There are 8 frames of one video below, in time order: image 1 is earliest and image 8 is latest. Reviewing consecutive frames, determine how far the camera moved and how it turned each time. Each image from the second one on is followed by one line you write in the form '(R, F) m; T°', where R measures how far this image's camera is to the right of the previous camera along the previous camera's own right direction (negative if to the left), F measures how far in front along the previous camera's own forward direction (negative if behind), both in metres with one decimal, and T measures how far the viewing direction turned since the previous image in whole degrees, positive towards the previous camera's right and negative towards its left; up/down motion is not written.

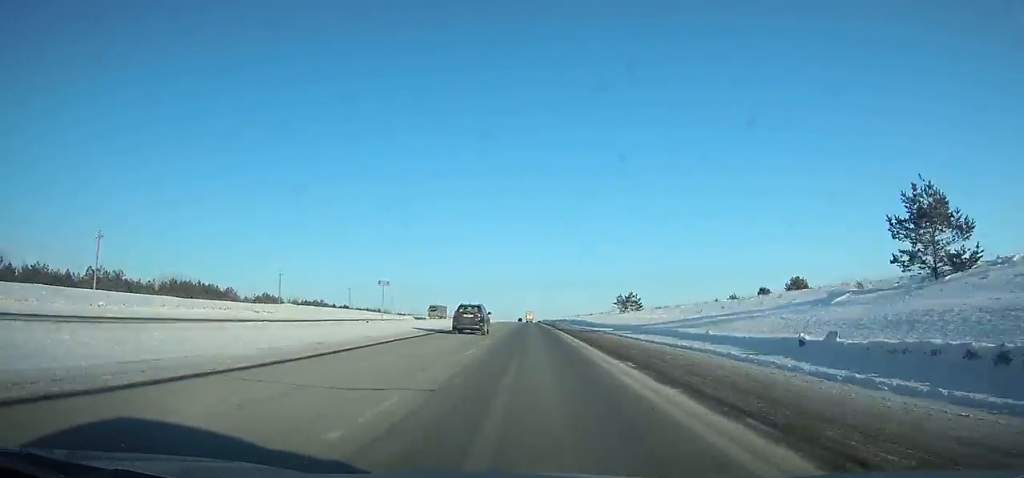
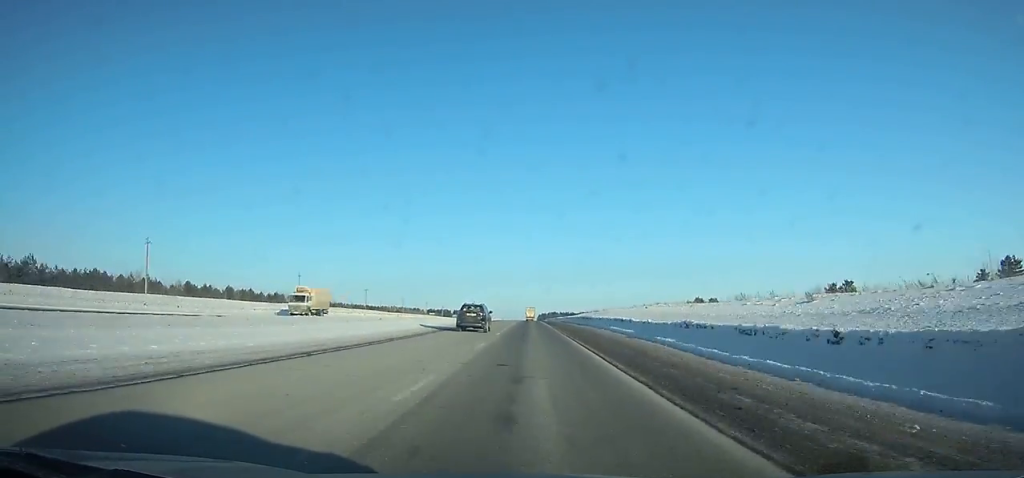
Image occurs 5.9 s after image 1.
(-0.1, +163.8) m; 0°
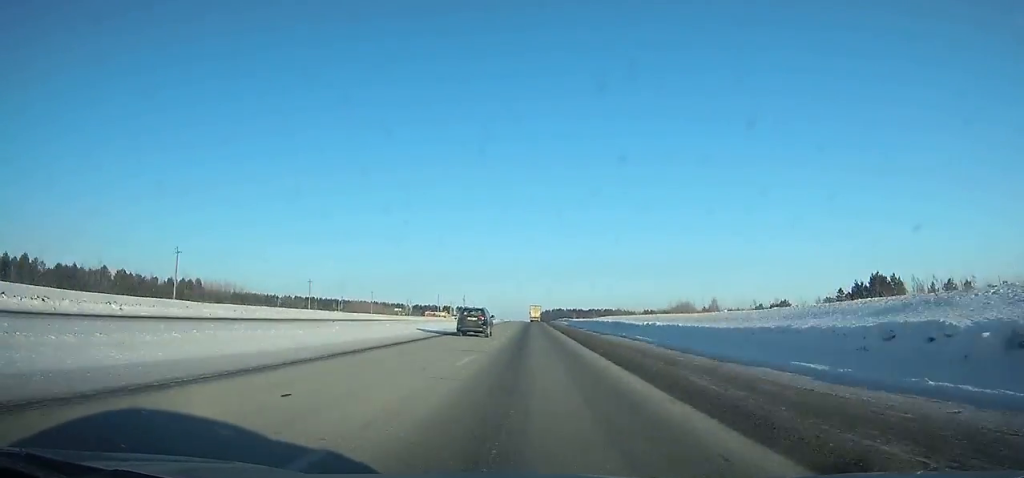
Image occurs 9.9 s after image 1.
(0.0, +112.0) m; 0°
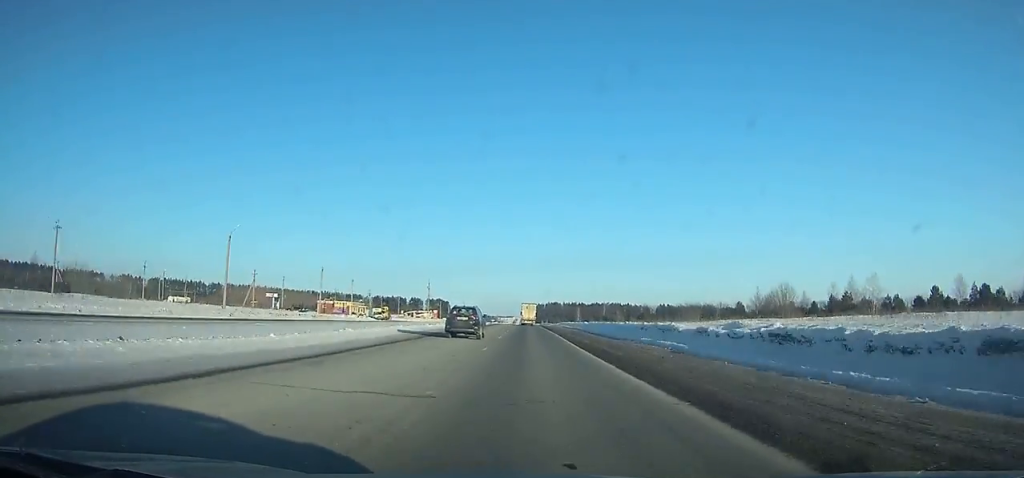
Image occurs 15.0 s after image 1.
(+0.5, +143.0) m; 0°
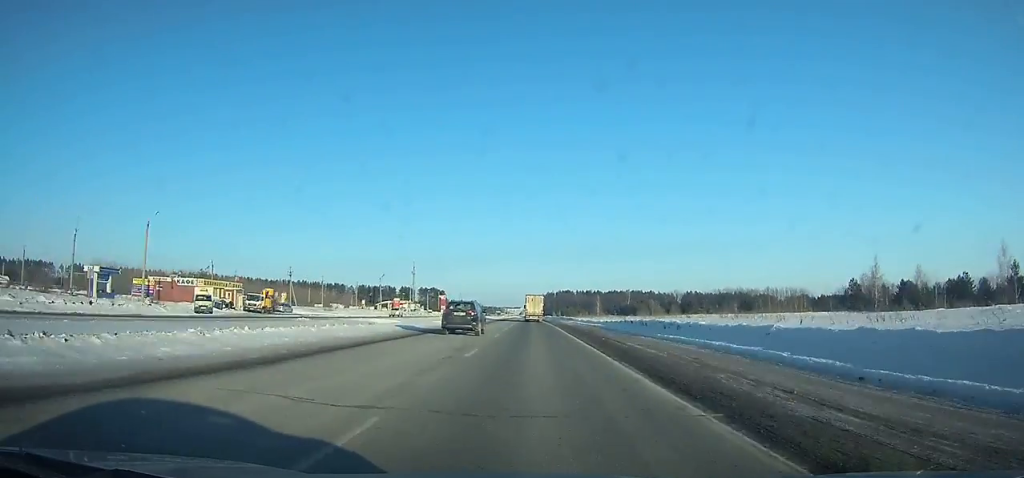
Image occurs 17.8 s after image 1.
(+0.2, +77.9) m; 0°
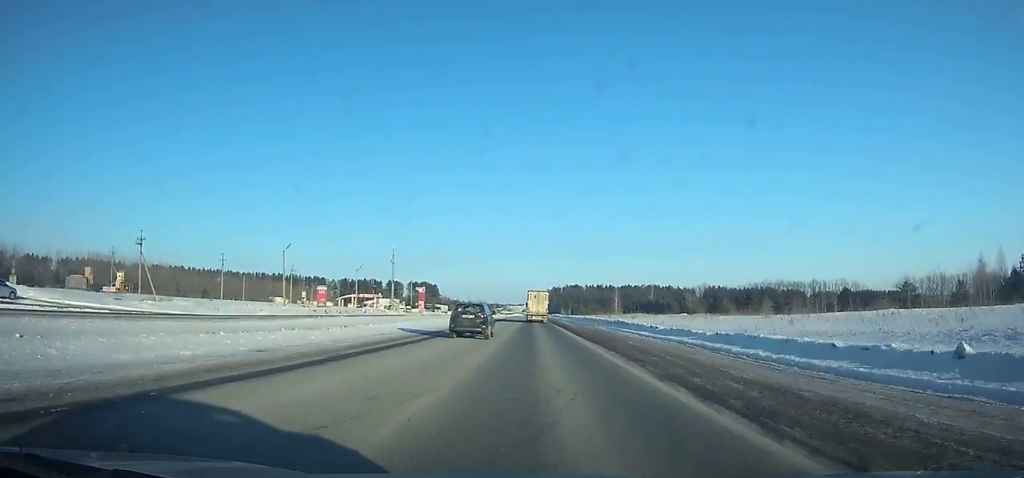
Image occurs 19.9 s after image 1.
(-0.1, +58.1) m; 0°
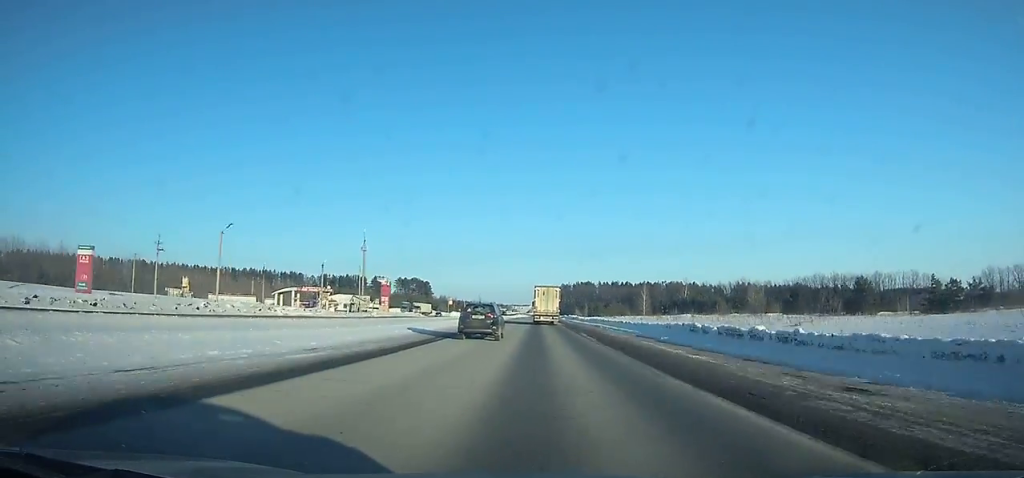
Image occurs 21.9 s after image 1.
(-0.3, +54.9) m; 0°
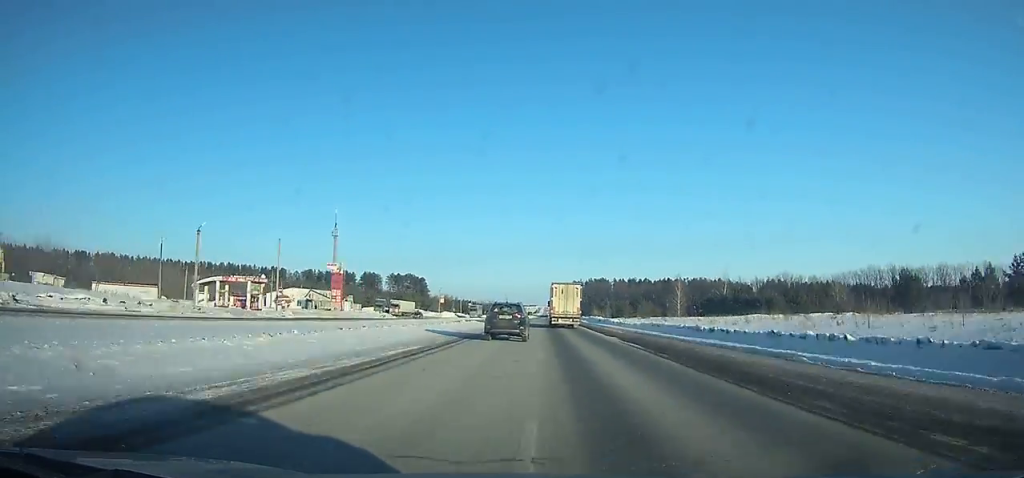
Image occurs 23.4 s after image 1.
(-0.1, +41.0) m; 0°
